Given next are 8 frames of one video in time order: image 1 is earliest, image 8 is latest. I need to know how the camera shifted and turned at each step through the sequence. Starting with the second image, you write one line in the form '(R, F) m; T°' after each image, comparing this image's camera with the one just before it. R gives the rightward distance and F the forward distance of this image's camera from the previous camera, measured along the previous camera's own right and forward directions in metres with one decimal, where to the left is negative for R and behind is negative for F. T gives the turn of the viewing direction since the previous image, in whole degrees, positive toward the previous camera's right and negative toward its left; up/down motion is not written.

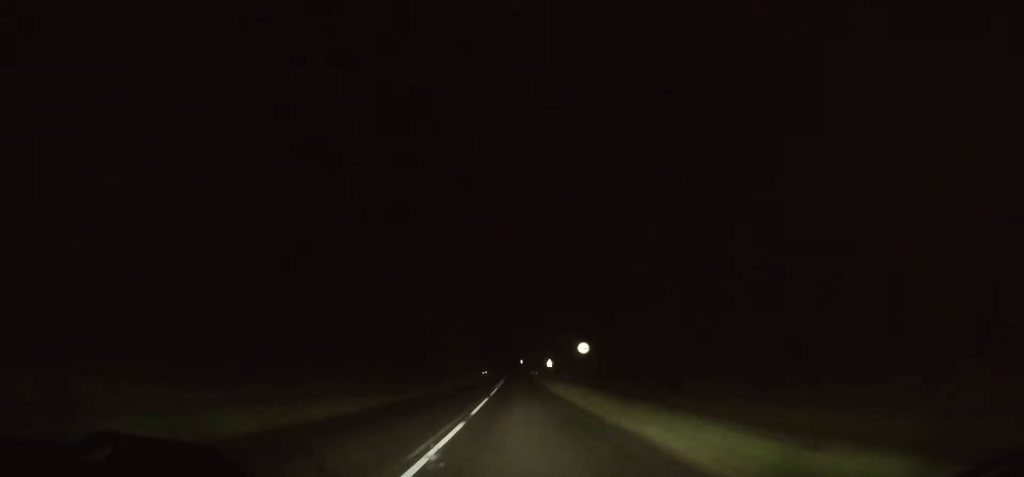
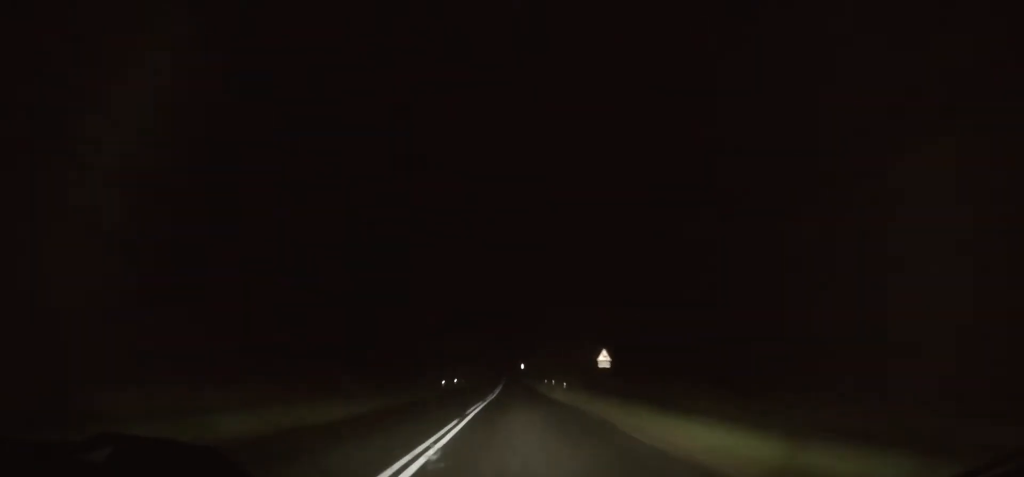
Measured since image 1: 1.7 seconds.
(-0.3, +61.7) m; 0°
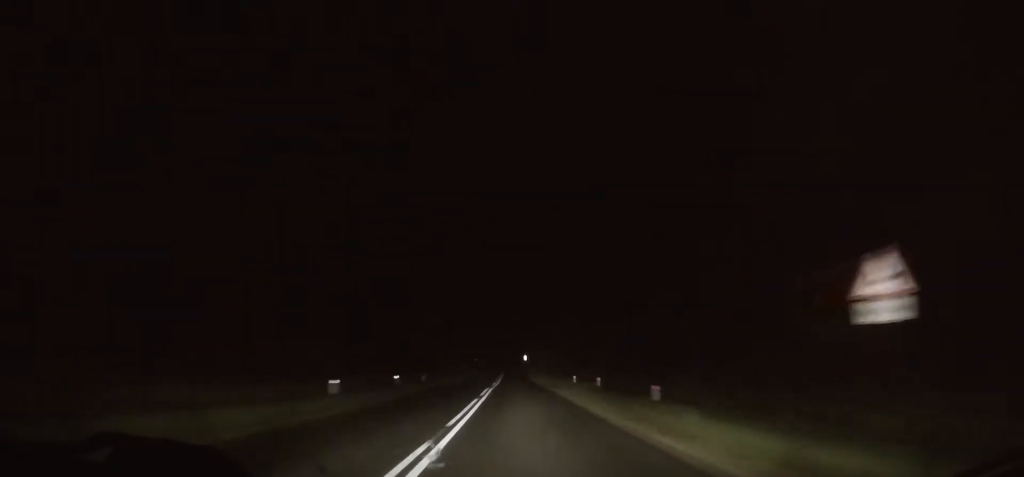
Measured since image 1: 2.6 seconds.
(+0.1, +30.6) m; 0°
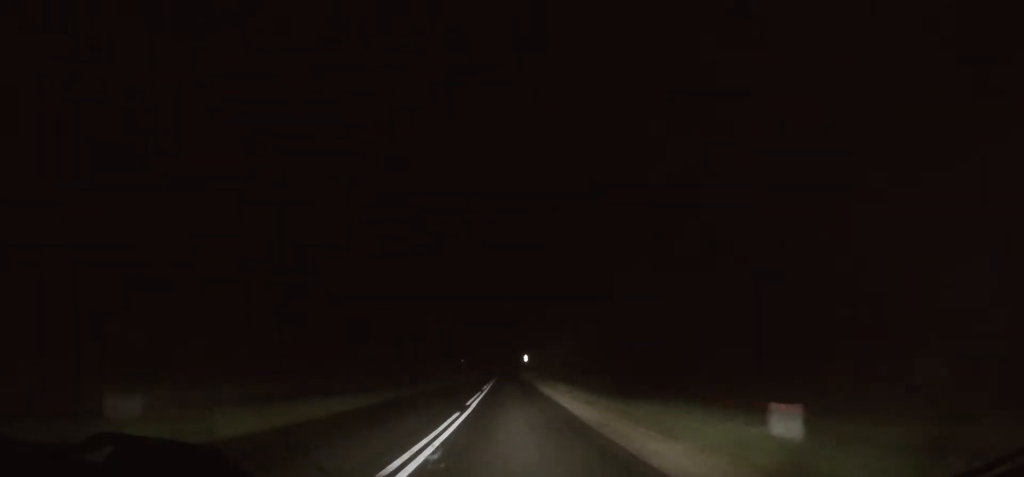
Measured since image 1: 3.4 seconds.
(+0.1, +29.8) m; 0°
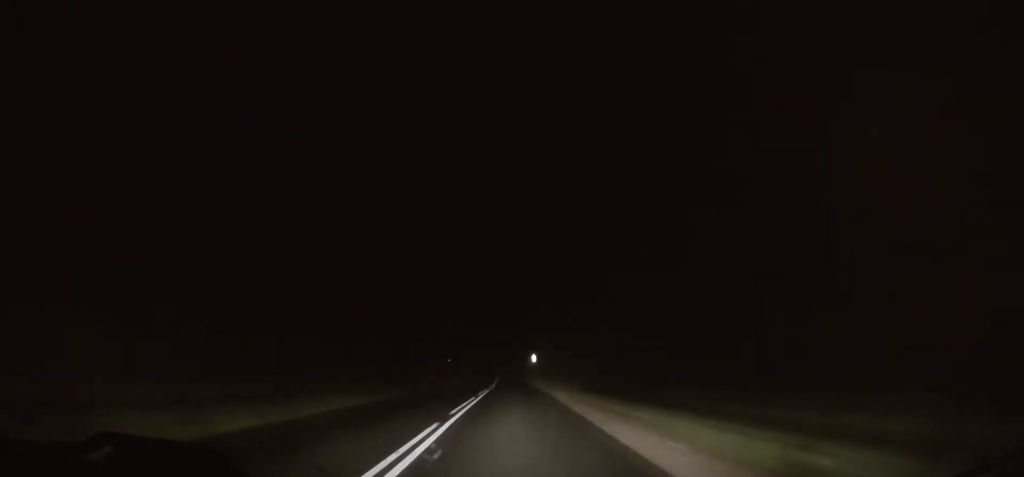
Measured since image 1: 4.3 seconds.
(0.0, +28.9) m; 0°
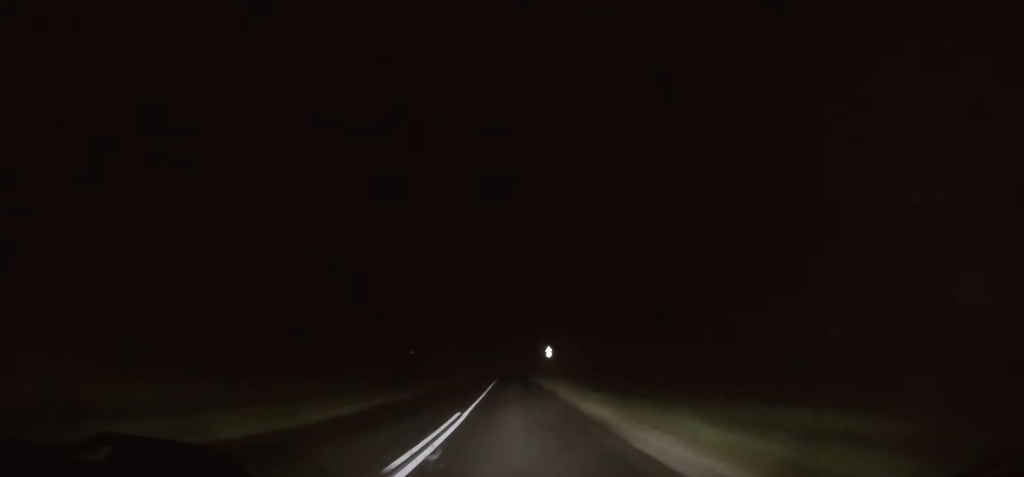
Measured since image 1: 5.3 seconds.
(0.0, +32.3) m; 0°
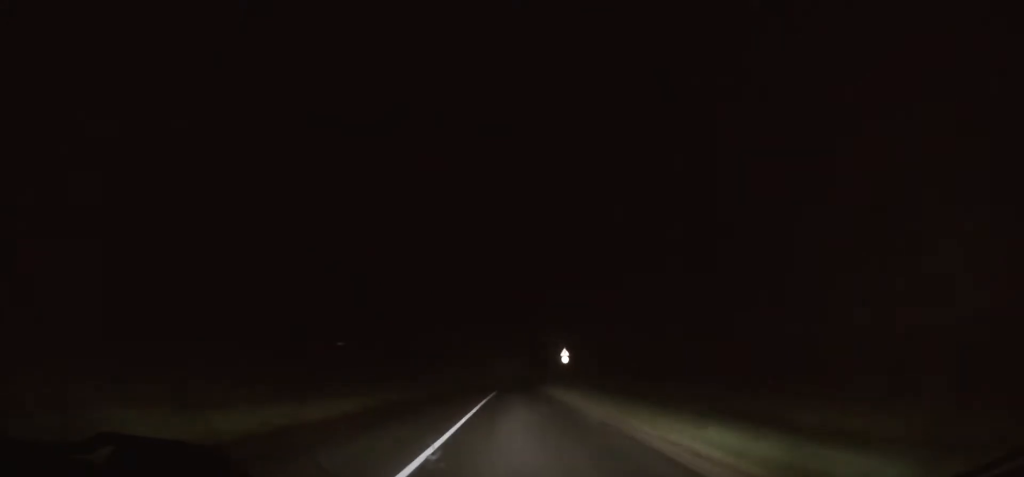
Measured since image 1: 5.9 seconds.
(0.0, +20.0) m; 0°
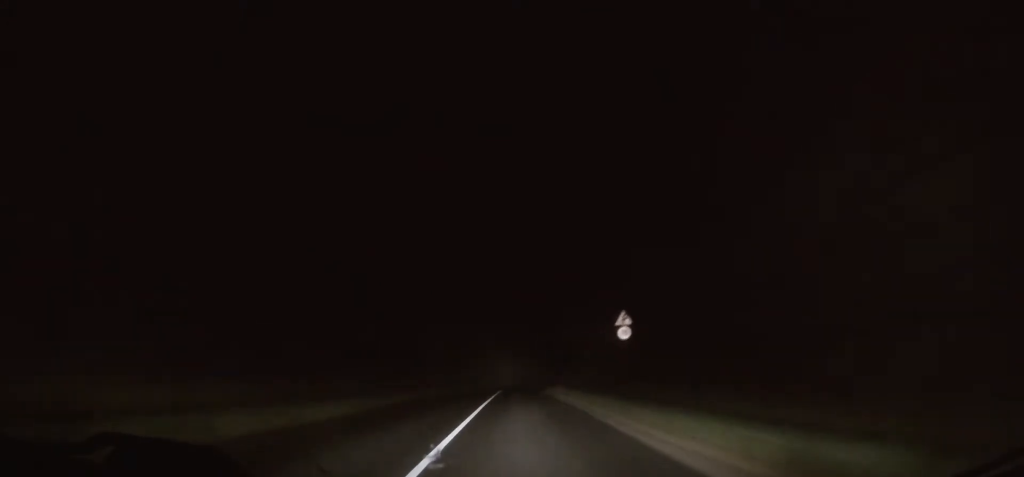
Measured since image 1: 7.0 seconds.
(-0.3, +32.5) m; 0°
